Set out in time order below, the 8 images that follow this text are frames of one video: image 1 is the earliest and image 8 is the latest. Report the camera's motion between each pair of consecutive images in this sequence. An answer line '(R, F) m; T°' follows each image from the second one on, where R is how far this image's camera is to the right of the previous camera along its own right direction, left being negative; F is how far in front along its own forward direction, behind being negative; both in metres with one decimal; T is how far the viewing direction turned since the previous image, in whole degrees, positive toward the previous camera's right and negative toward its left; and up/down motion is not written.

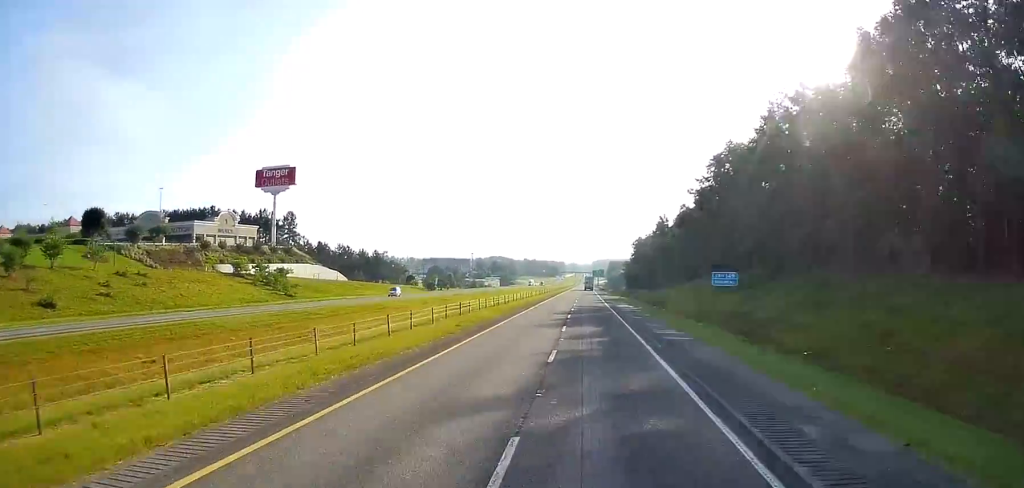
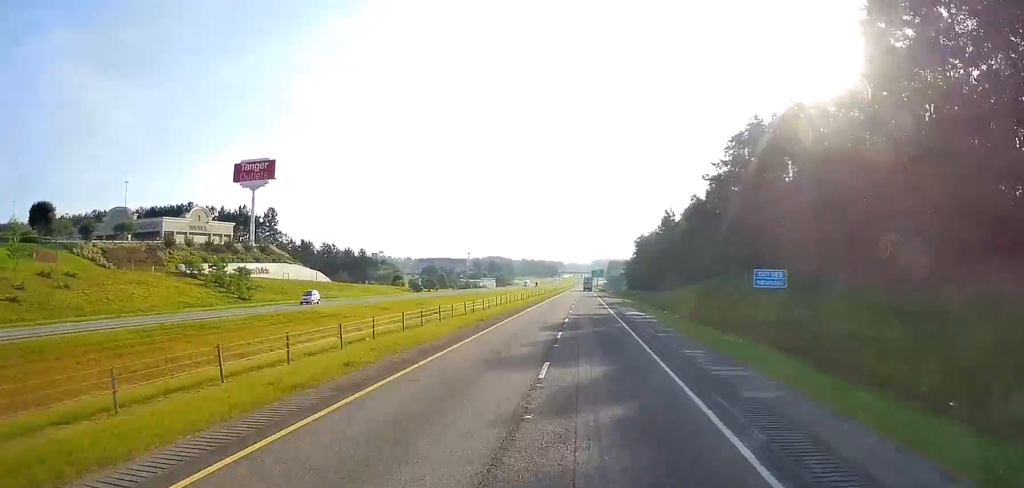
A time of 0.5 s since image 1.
(0.0, +15.3) m; 0°
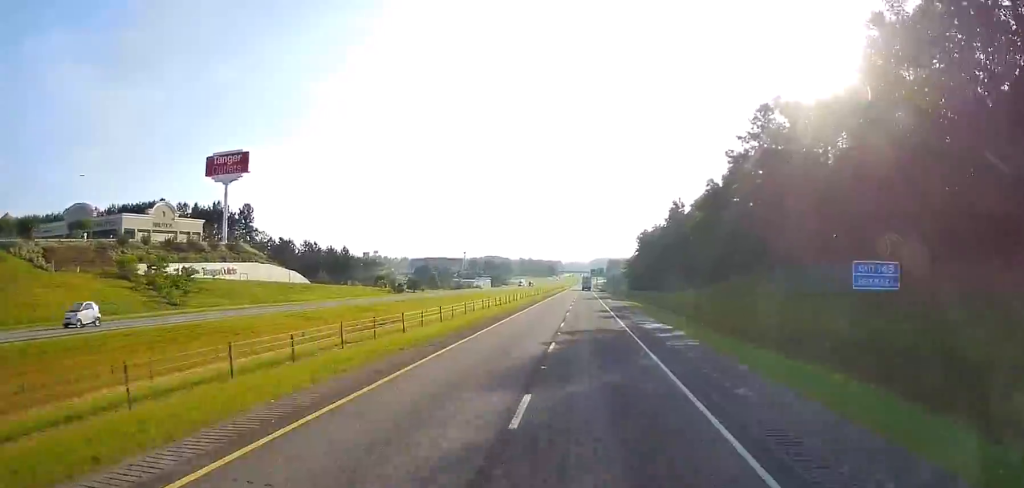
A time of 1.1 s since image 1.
(-0.2, +17.3) m; 0°
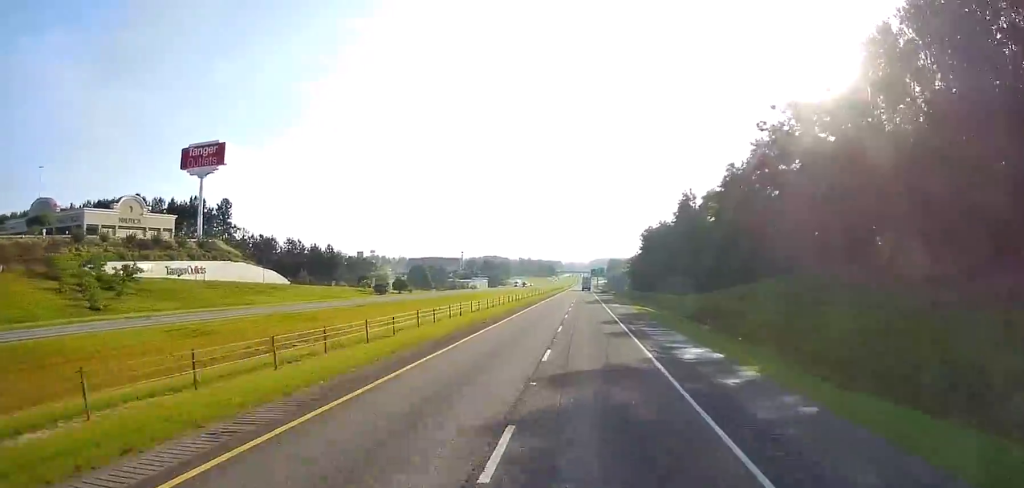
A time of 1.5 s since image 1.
(0.0, +14.9) m; 0°
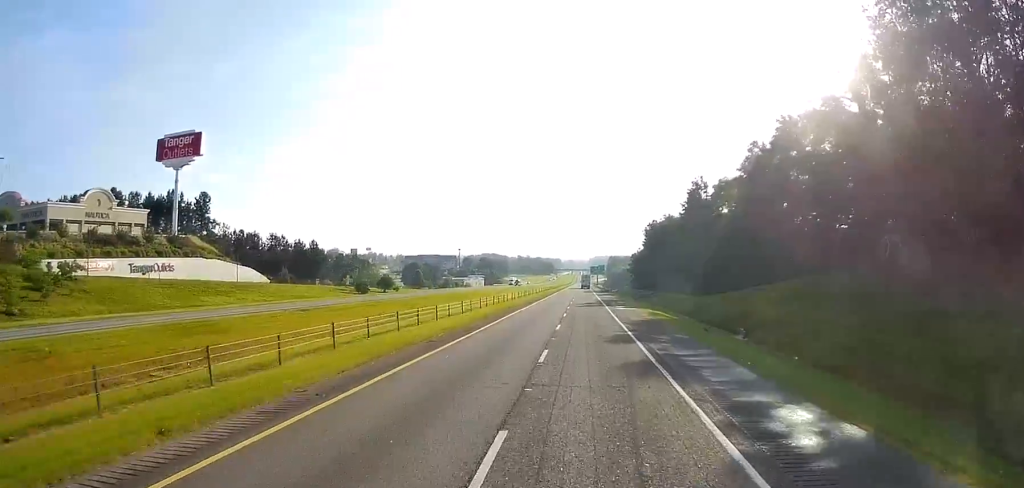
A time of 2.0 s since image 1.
(+0.1, +12.8) m; 0°
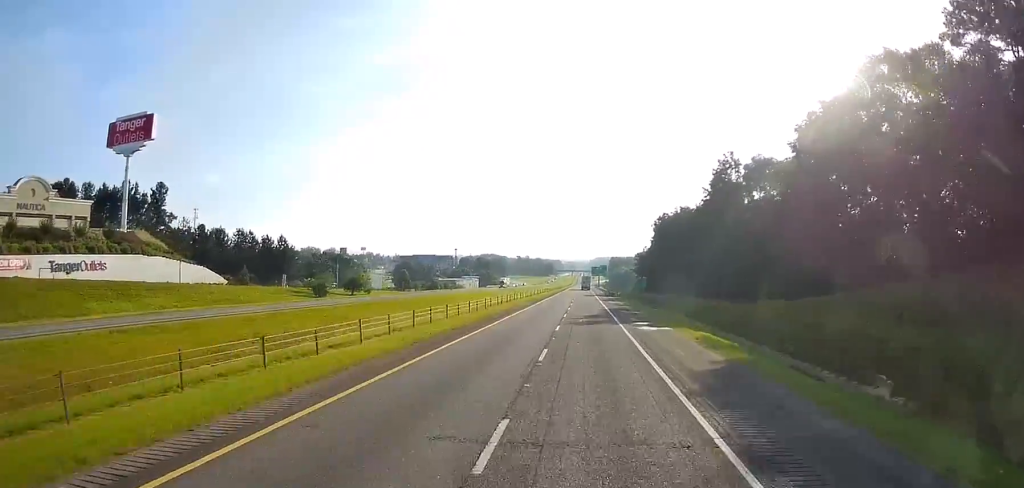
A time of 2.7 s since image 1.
(-0.1, +23.9) m; 0°
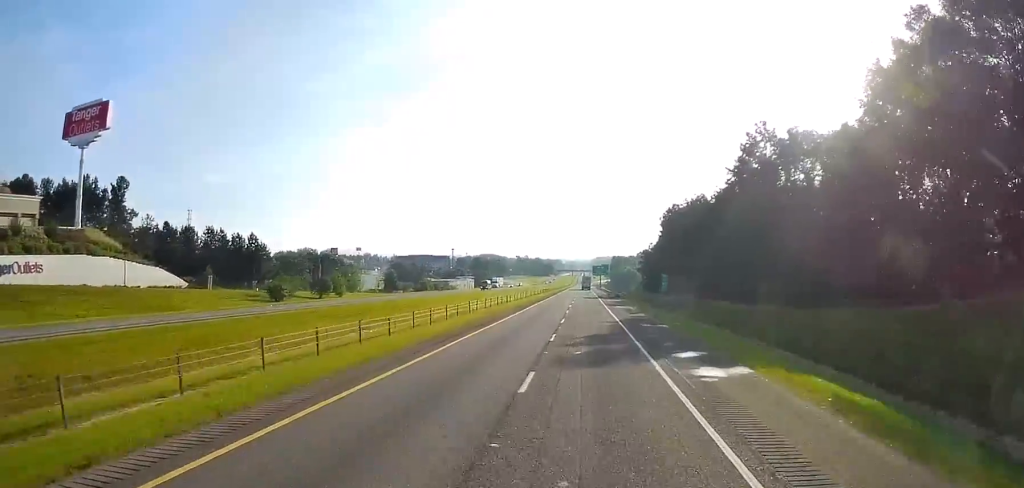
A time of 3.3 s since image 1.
(-0.1, +18.2) m; 0°
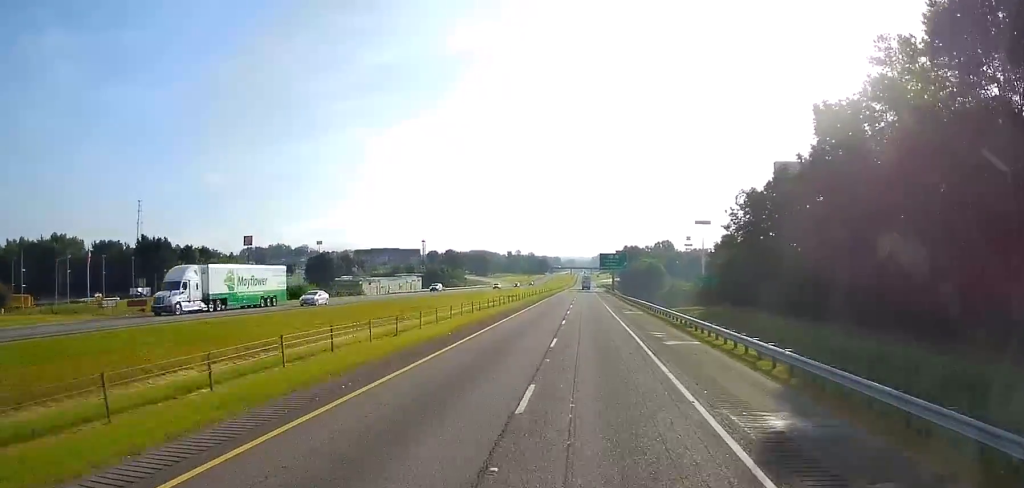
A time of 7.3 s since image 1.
(-0.6, +124.2) m; -2°
